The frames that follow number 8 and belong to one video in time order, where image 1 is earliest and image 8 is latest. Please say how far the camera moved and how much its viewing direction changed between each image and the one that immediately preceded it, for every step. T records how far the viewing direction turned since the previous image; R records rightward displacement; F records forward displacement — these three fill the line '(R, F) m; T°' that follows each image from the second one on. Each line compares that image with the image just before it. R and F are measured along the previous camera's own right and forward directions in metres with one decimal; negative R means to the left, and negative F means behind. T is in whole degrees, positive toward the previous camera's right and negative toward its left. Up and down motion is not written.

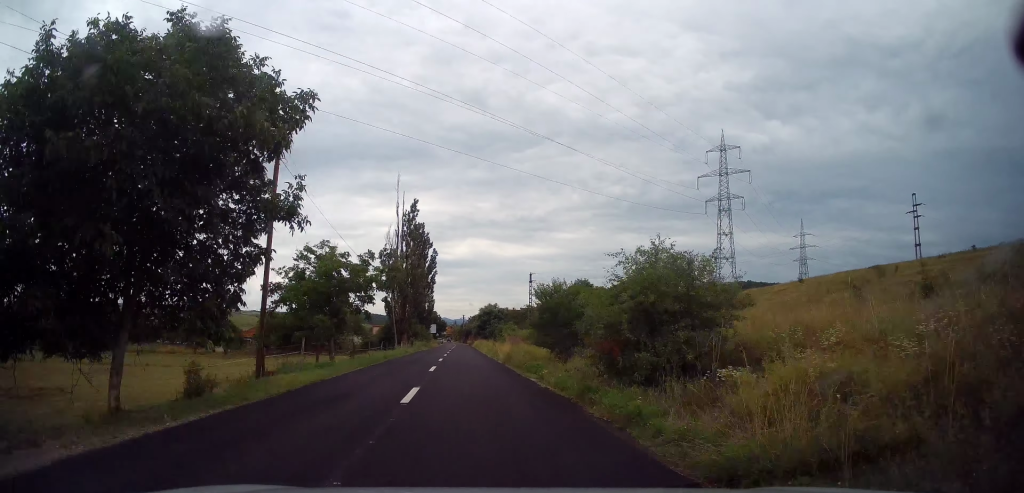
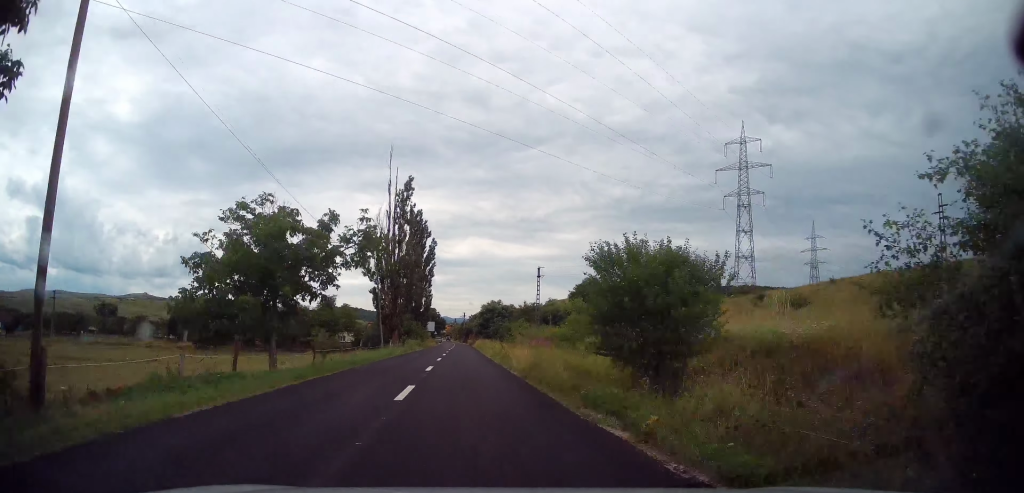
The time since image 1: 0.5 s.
(-0.3, +8.9) m; 0°
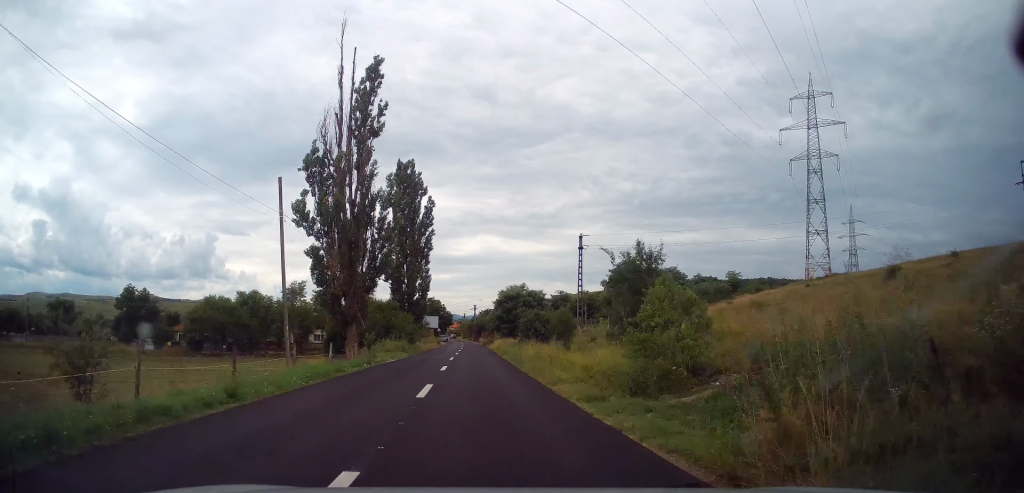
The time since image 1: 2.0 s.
(+0.3, +25.2) m; 0°
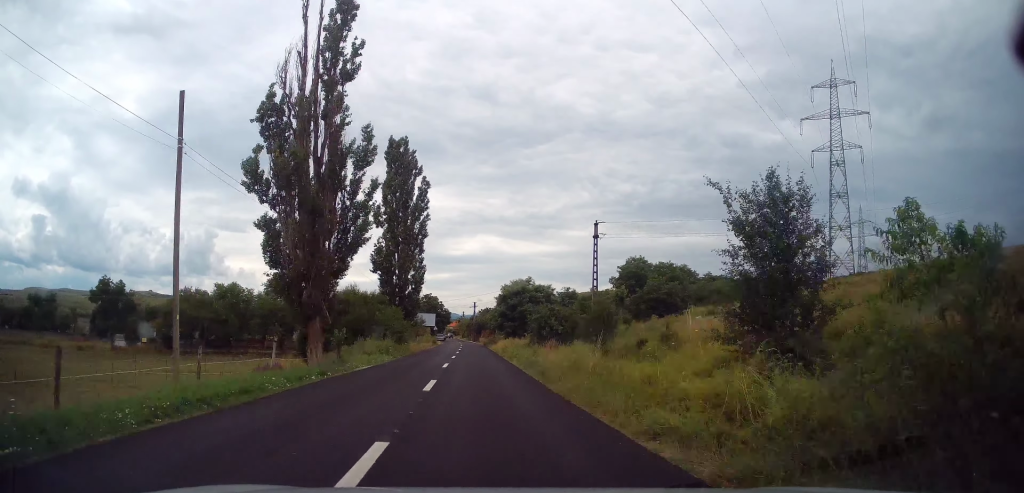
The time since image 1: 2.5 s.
(-0.2, +7.4) m; 0°
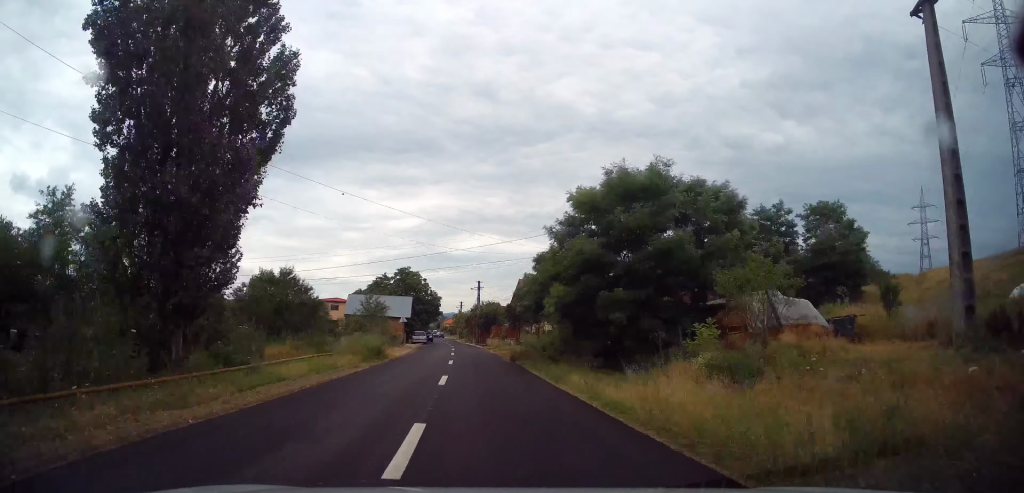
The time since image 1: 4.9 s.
(-0.2, +42.7) m; 0°
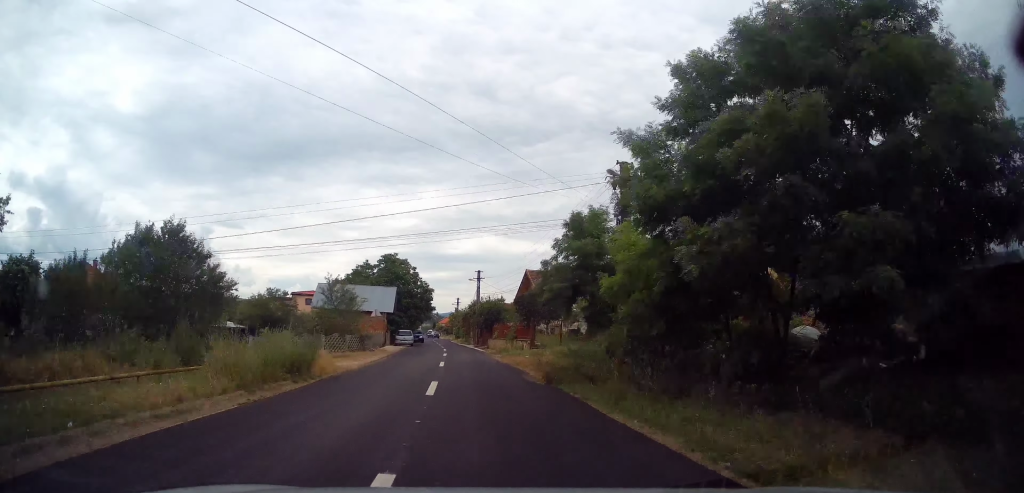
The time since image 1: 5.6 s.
(+0.3, +11.5) m; 0°
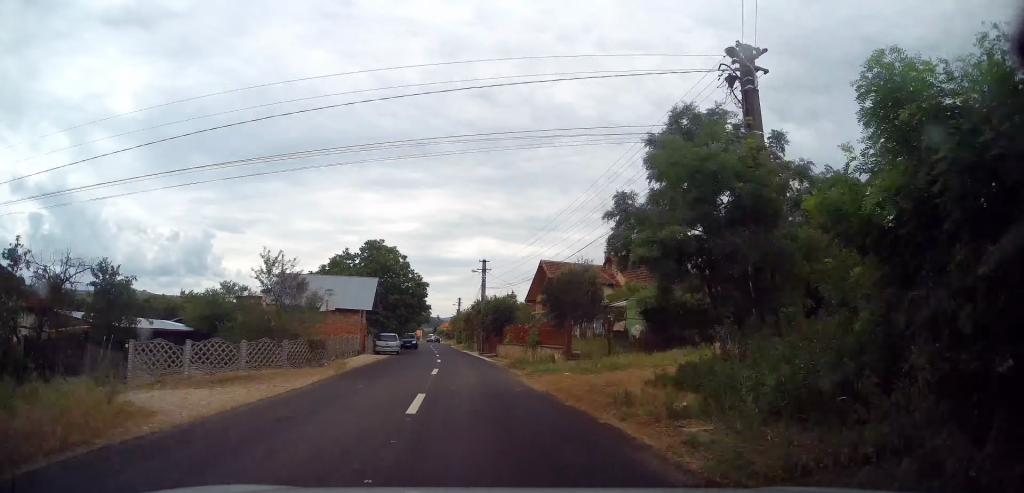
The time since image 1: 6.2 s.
(+0.1, +10.9) m; 0°
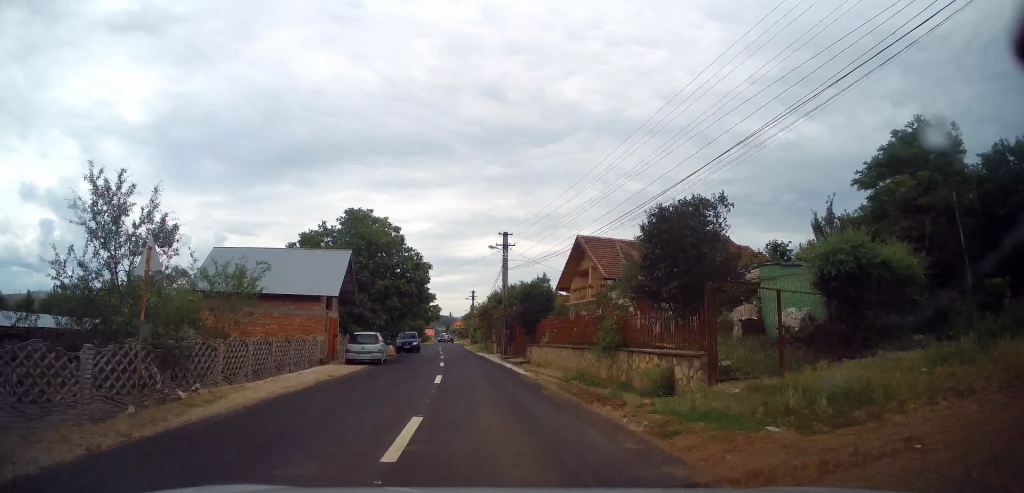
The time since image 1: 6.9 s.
(-0.3, +11.9) m; -1°
